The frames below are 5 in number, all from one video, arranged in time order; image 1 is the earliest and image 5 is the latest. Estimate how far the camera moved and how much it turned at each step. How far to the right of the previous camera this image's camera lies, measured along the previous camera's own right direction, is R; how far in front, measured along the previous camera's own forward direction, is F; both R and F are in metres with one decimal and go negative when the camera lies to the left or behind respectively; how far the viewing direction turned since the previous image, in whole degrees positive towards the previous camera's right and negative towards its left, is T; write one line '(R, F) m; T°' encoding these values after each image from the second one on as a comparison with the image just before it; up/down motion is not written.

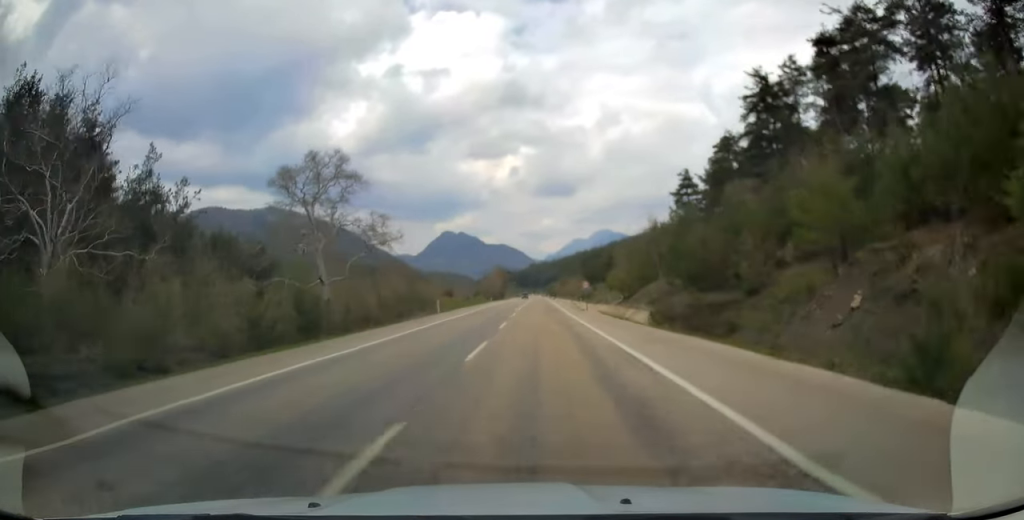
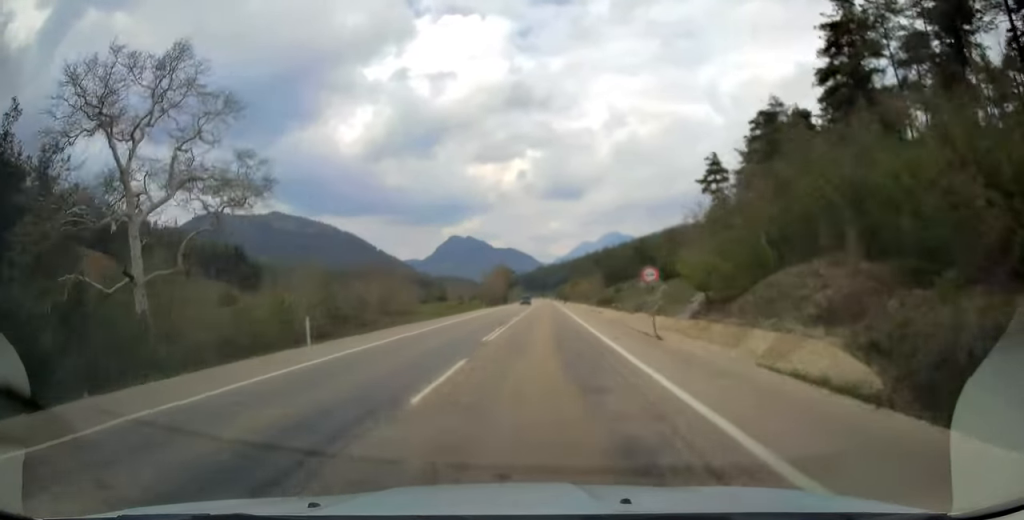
(-0.5, +27.5) m; -1°
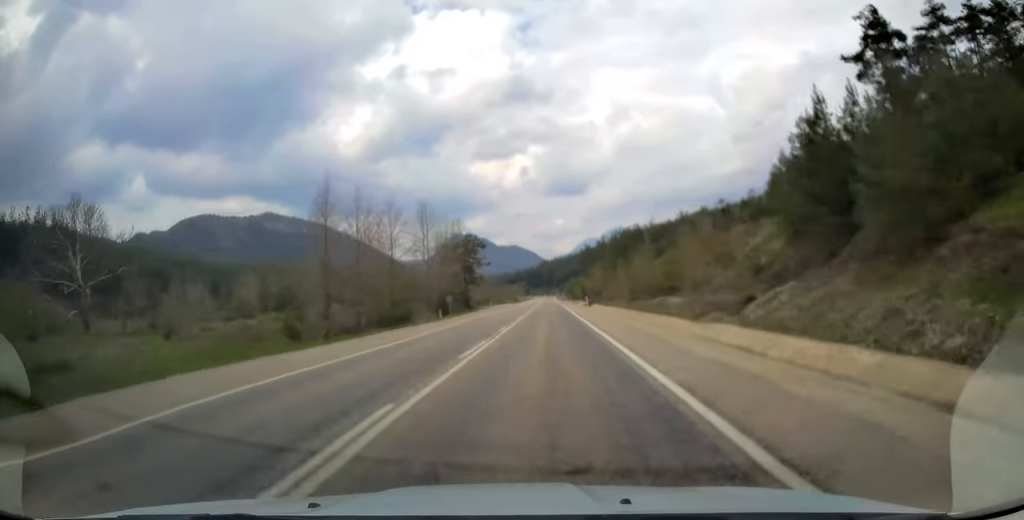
(+0.4, +97.5) m; +1°
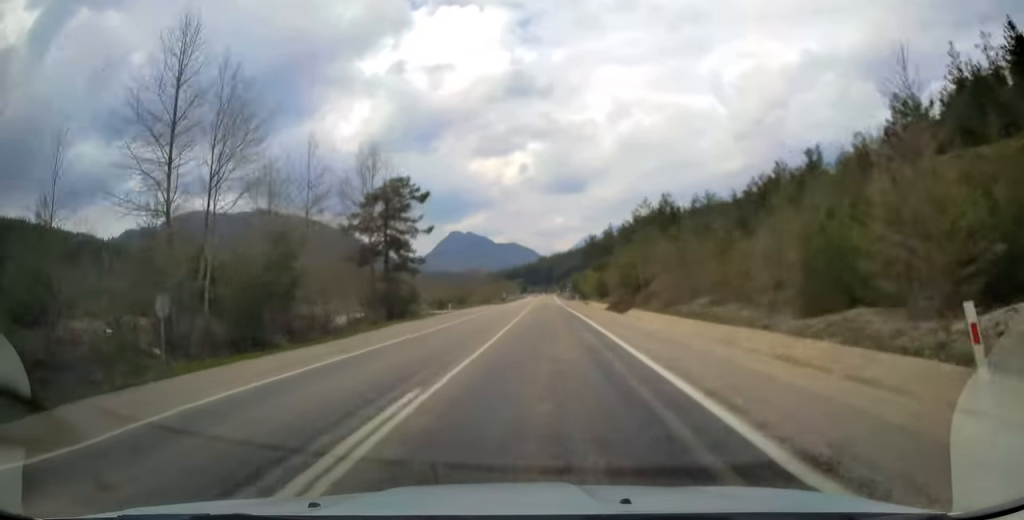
(0.0, +44.0) m; 0°
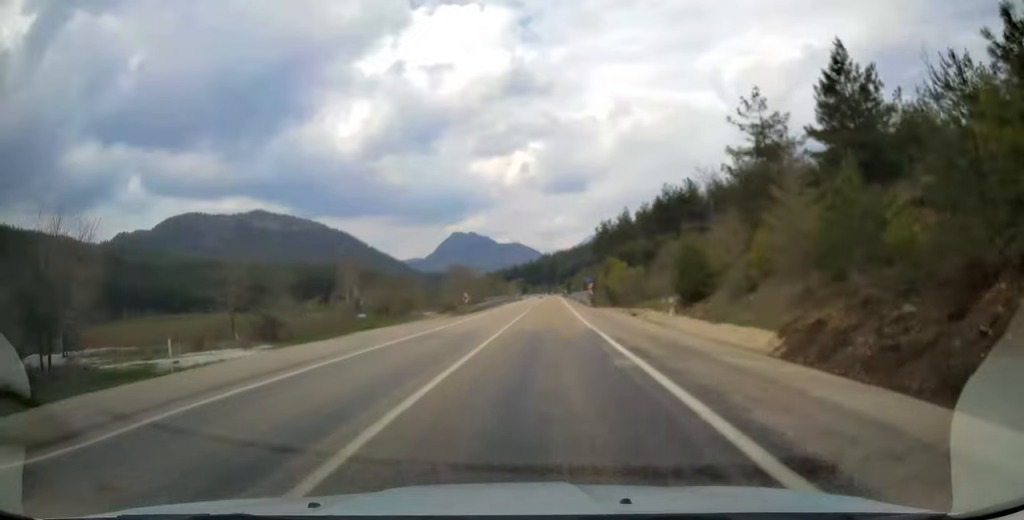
(-0.3, +50.1) m; 0°
